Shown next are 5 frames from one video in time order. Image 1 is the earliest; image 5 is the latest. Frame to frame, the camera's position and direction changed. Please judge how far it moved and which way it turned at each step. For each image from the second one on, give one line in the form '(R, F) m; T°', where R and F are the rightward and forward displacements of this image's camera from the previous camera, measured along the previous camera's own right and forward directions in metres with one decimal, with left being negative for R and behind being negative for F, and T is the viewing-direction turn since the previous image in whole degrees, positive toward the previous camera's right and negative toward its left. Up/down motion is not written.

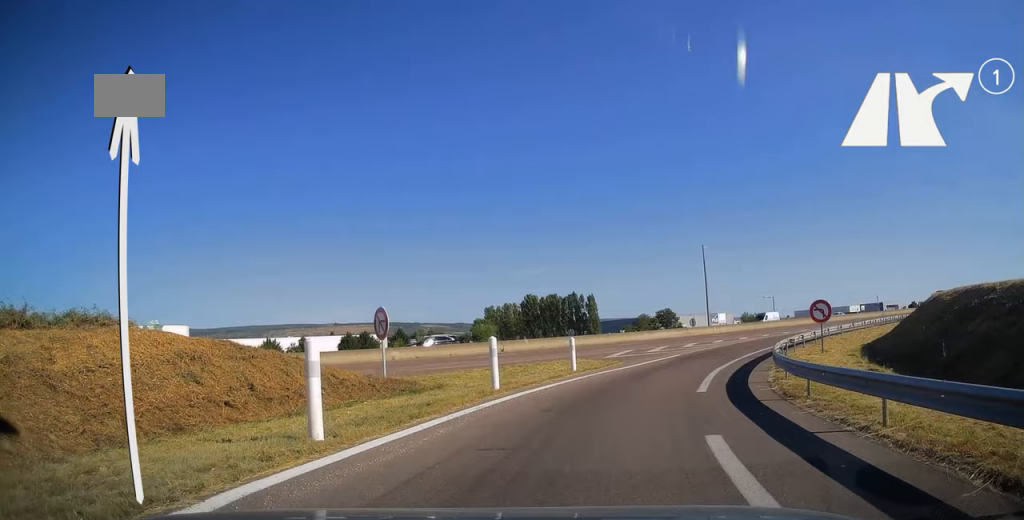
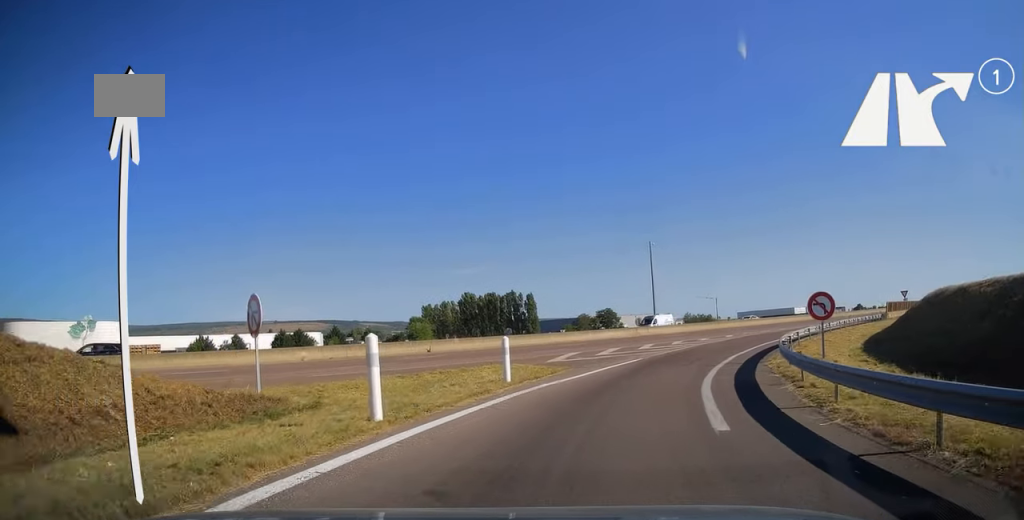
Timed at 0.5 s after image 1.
(+0.6, +6.0) m; +5°
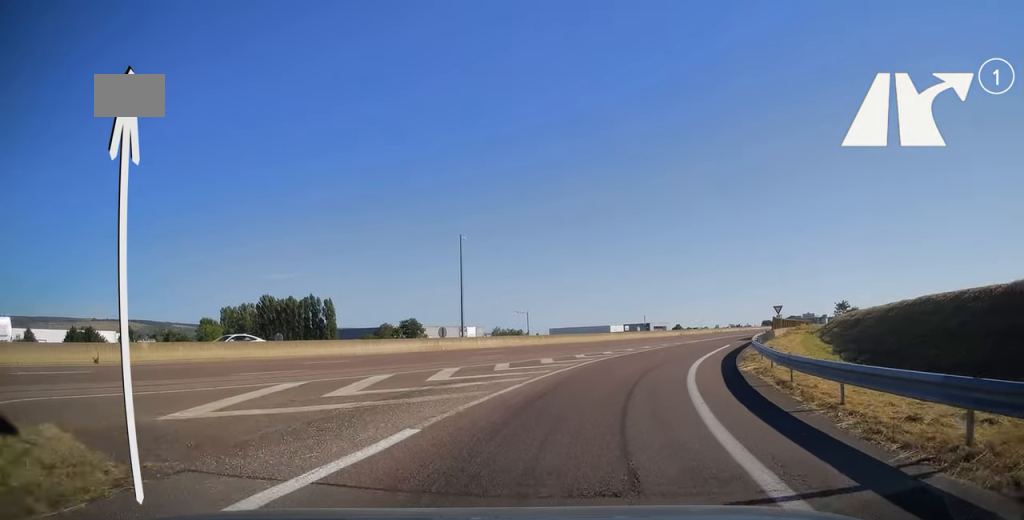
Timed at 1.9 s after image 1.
(+2.2, +17.5) m; +16°
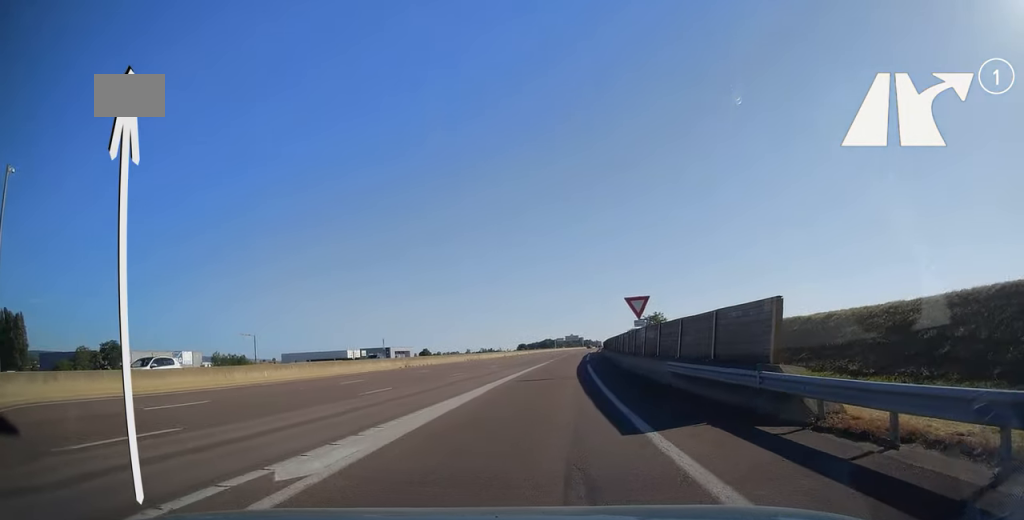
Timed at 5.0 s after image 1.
(+11.6, +42.0) m; +25°
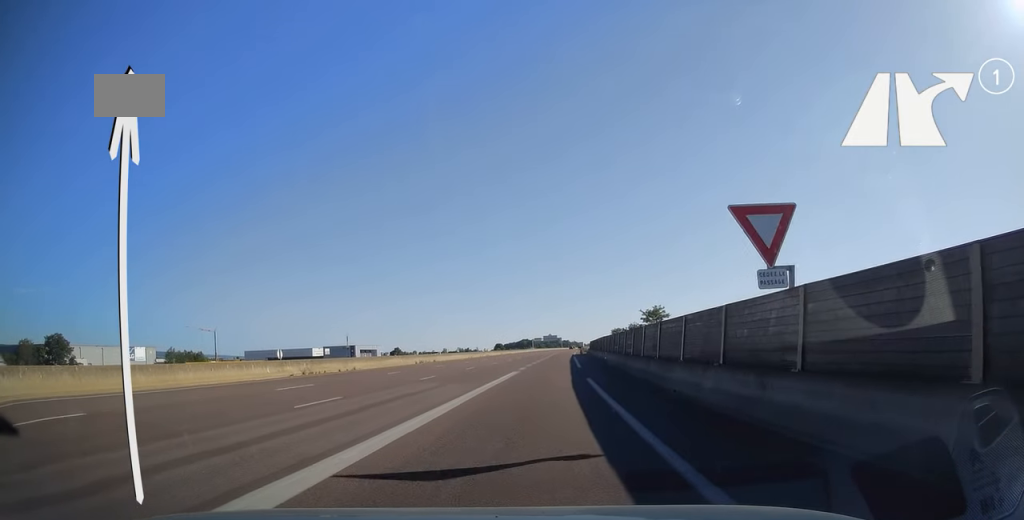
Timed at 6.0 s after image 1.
(+0.6, +18.0) m; +3°
